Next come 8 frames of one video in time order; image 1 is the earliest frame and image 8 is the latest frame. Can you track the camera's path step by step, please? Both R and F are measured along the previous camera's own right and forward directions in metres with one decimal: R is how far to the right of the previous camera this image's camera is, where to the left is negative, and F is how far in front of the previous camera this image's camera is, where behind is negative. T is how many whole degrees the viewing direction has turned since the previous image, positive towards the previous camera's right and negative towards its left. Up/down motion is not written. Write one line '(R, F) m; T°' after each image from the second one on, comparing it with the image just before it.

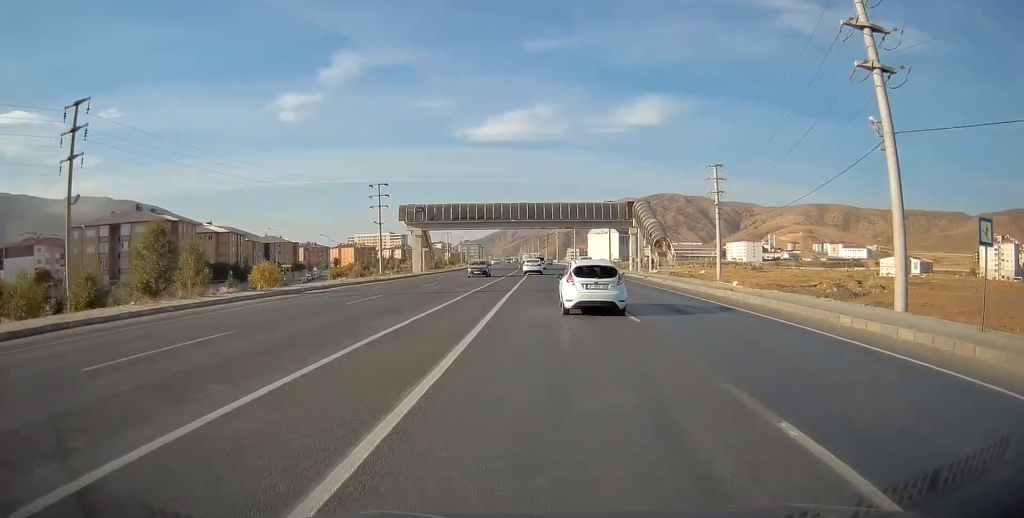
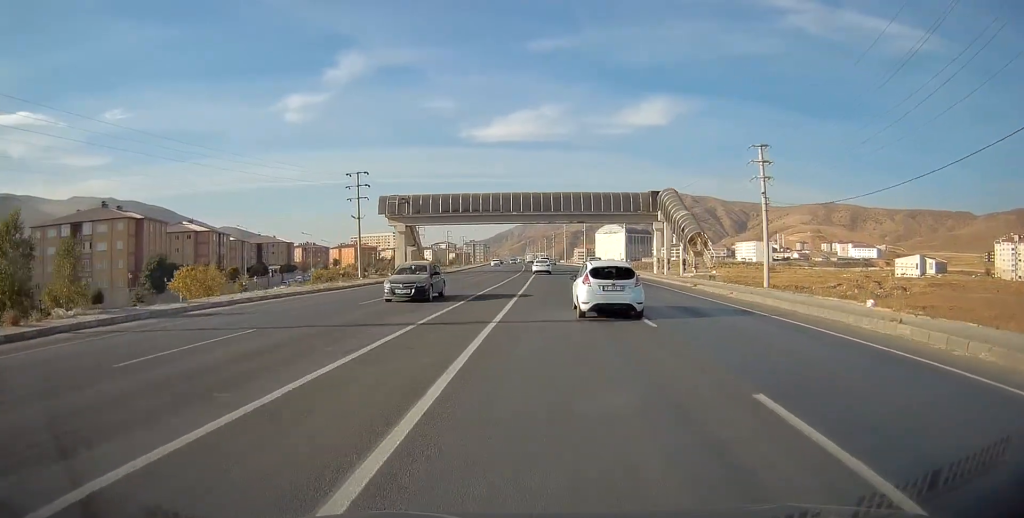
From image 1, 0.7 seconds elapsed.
(-0.1, +12.0) m; 0°
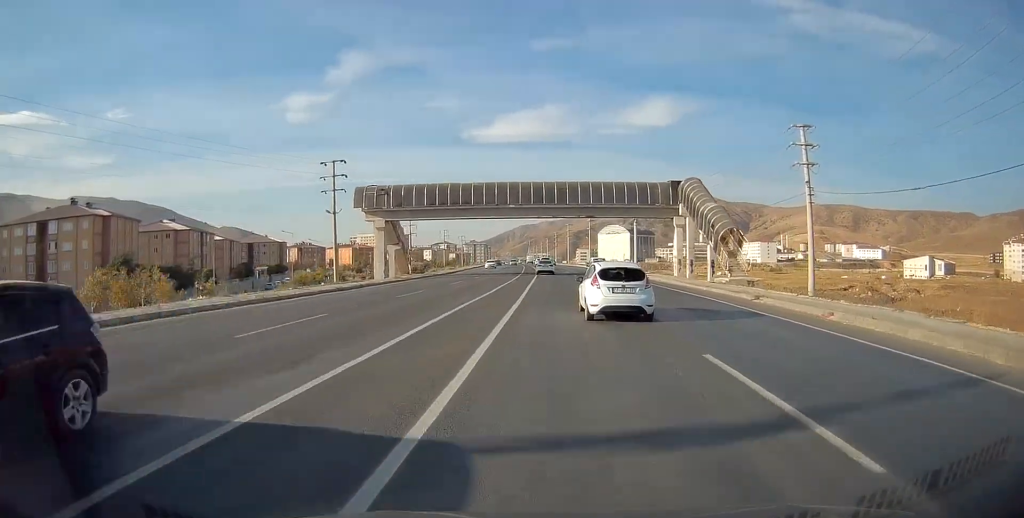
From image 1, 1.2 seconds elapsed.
(0.0, +8.8) m; 0°
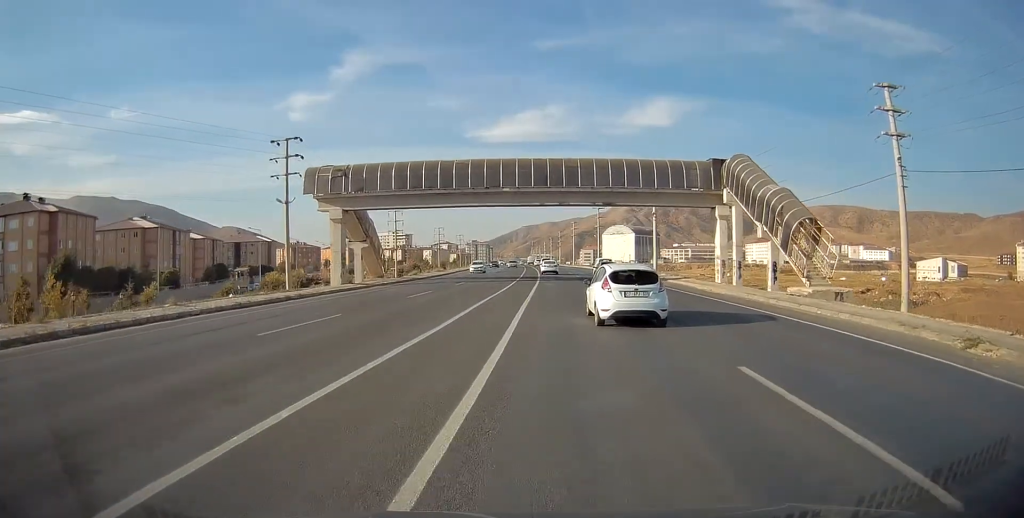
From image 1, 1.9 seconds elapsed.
(0.0, +12.1) m; 0°
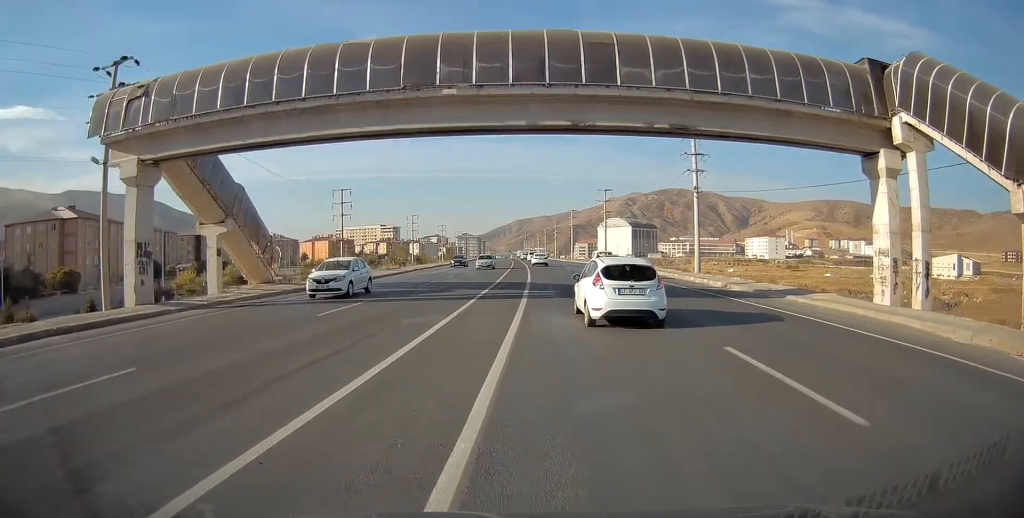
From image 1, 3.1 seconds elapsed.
(0.0, +21.8) m; 0°
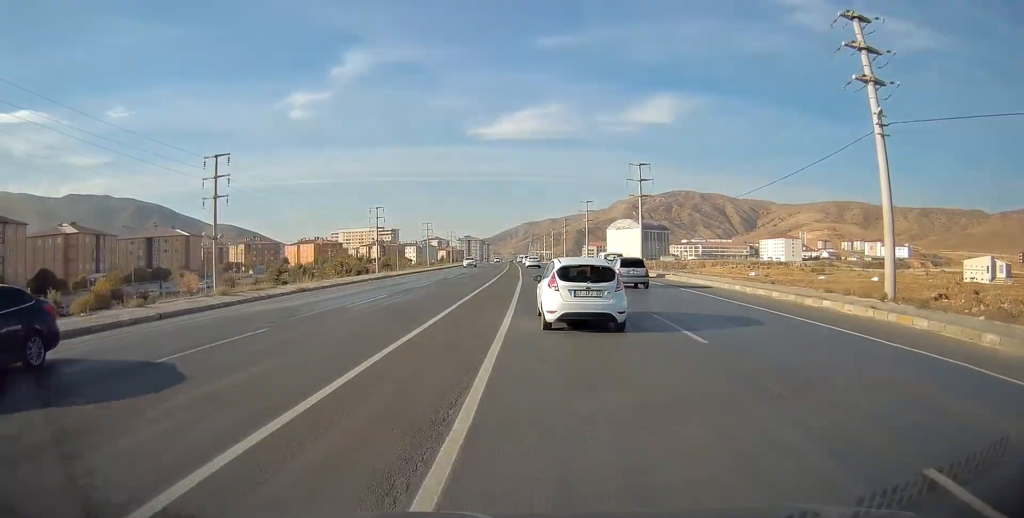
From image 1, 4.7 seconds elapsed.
(-0.3, +29.7) m; -1°
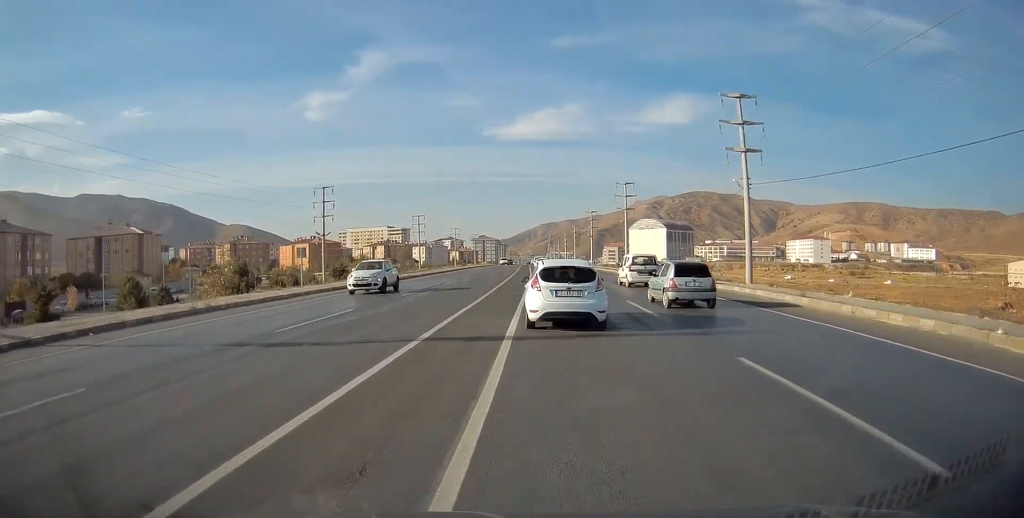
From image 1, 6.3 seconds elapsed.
(-0.2, +29.7) m; -1°
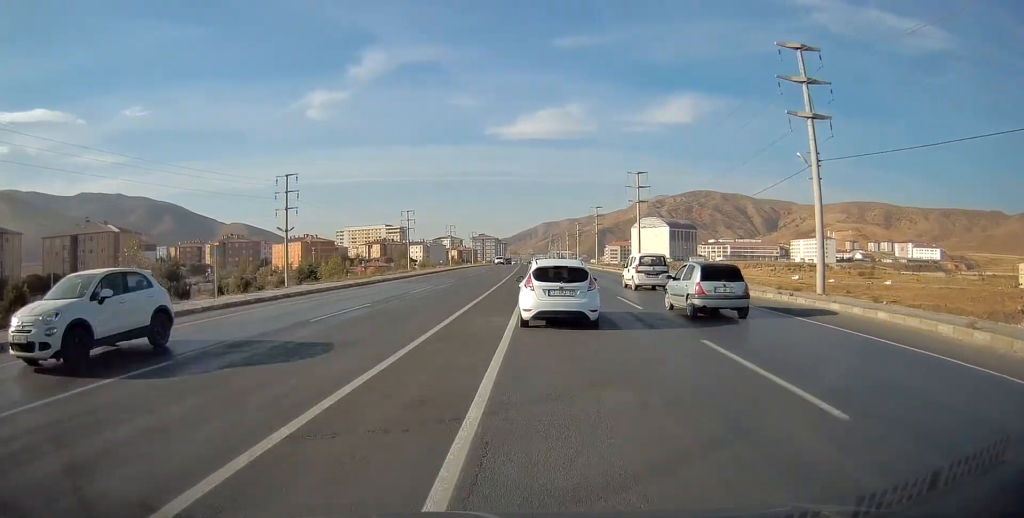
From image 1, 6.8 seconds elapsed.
(0.0, +9.7) m; 0°
